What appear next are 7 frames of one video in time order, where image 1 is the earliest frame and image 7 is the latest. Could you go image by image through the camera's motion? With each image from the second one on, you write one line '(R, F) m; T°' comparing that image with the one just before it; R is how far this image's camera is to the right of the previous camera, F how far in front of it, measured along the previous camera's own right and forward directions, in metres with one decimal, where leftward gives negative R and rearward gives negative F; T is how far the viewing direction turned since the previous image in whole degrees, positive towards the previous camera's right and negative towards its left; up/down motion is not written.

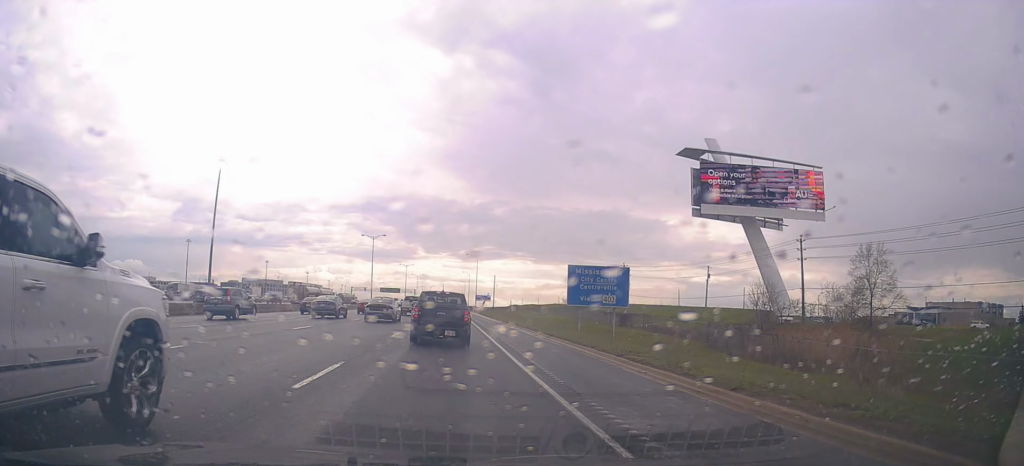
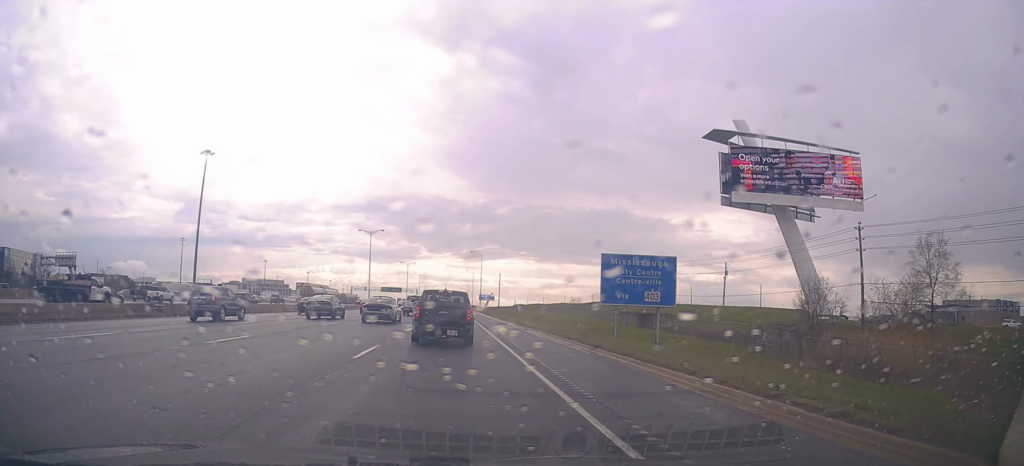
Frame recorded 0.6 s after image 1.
(-0.2, +7.8) m; -1°
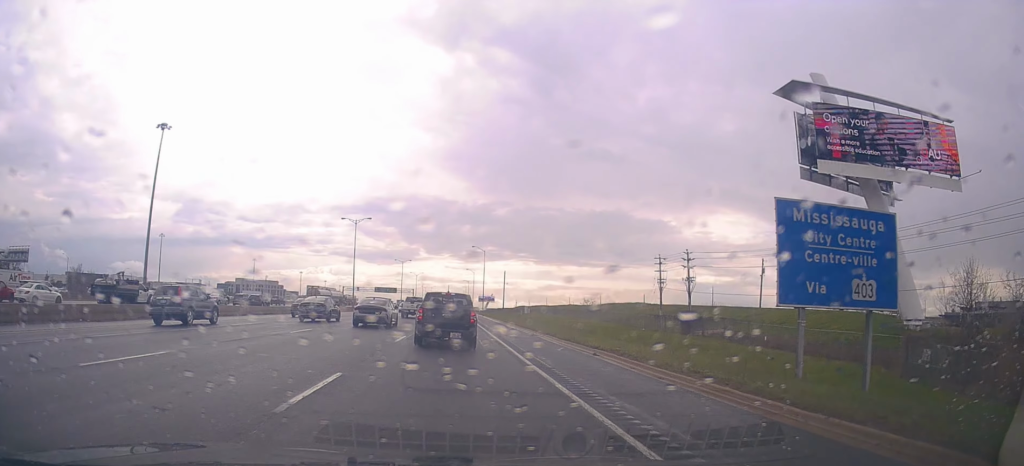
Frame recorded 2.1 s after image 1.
(0.0, +17.6) m; +1°
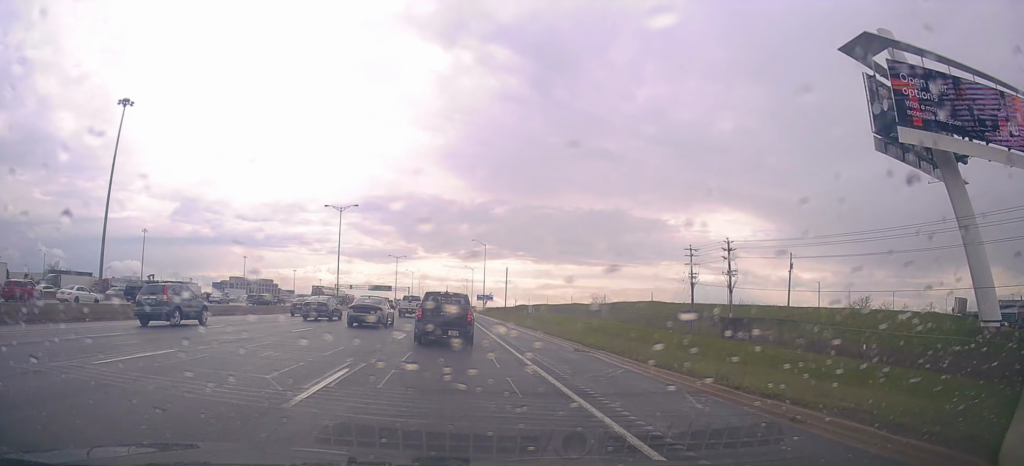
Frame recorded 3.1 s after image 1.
(+0.1, +11.6) m; -2°
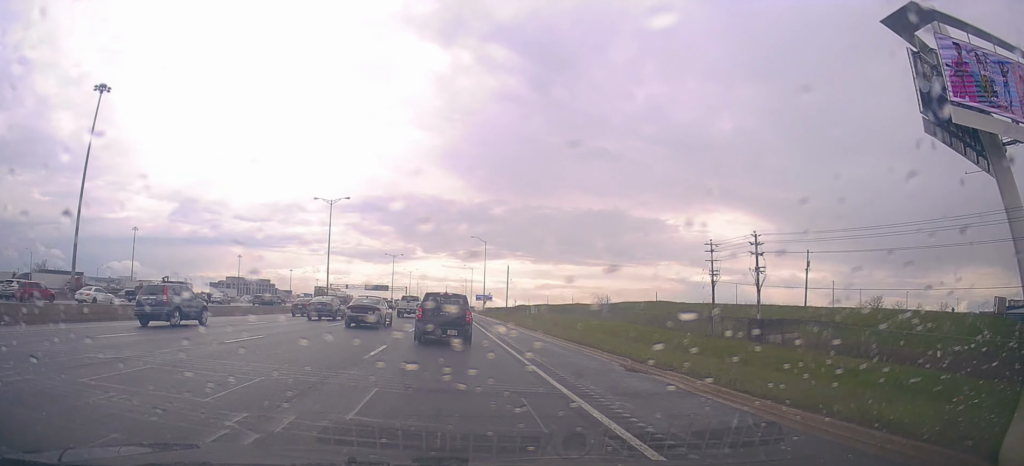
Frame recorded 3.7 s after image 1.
(-0.3, +6.2) m; -1°
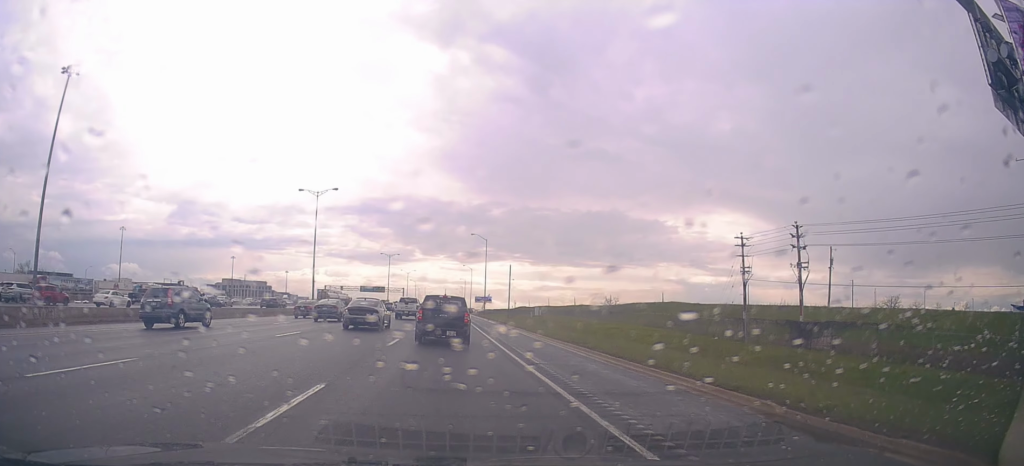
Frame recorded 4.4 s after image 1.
(-0.1, +7.7) m; +1°
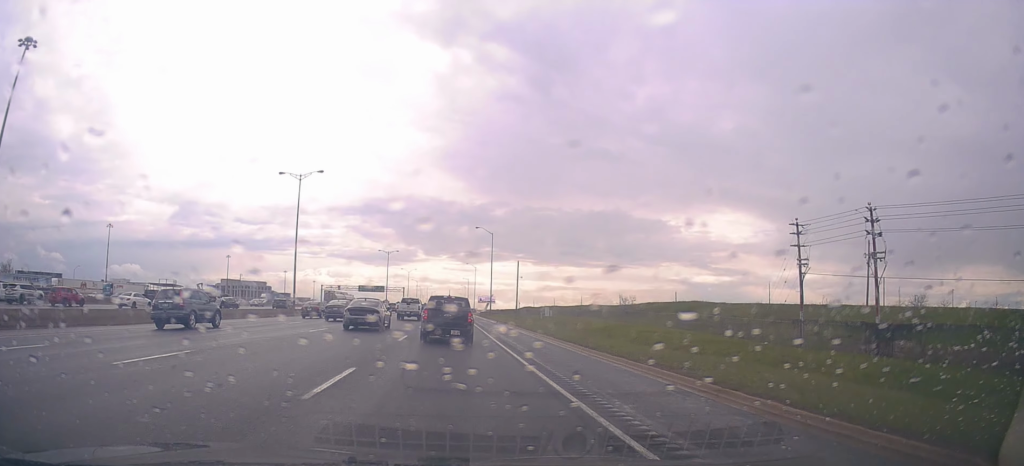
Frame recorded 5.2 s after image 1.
(+0.2, +10.1) m; +2°
